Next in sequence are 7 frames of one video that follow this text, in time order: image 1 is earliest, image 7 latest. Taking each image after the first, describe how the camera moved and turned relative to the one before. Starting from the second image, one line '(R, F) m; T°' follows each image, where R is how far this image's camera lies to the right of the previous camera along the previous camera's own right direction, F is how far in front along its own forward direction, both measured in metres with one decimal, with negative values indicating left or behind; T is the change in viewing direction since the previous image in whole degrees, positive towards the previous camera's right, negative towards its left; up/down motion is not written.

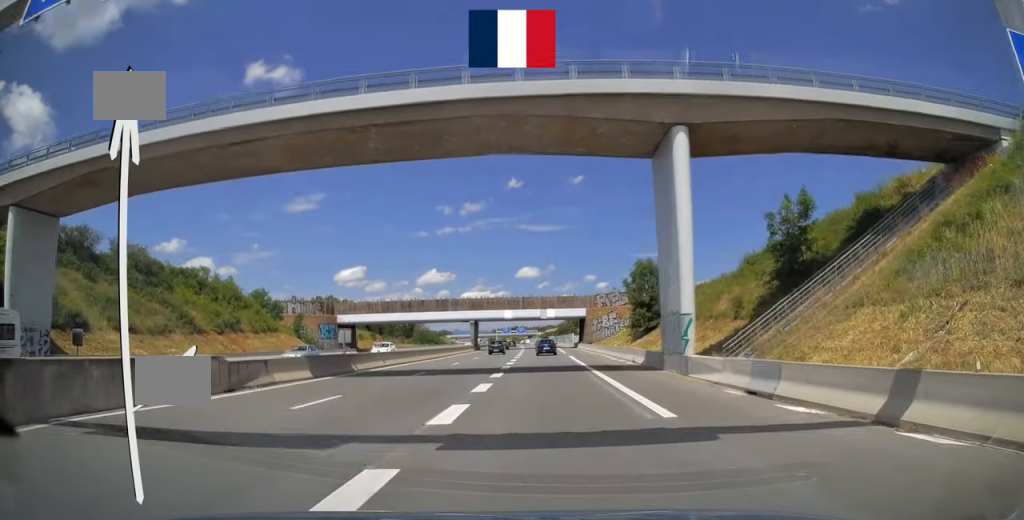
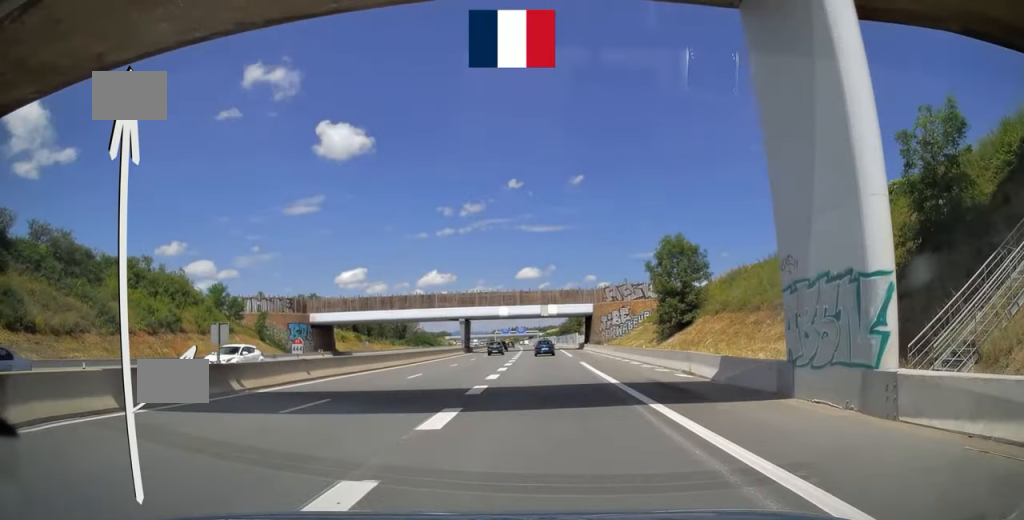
(-0.1, +13.5) m; 0°
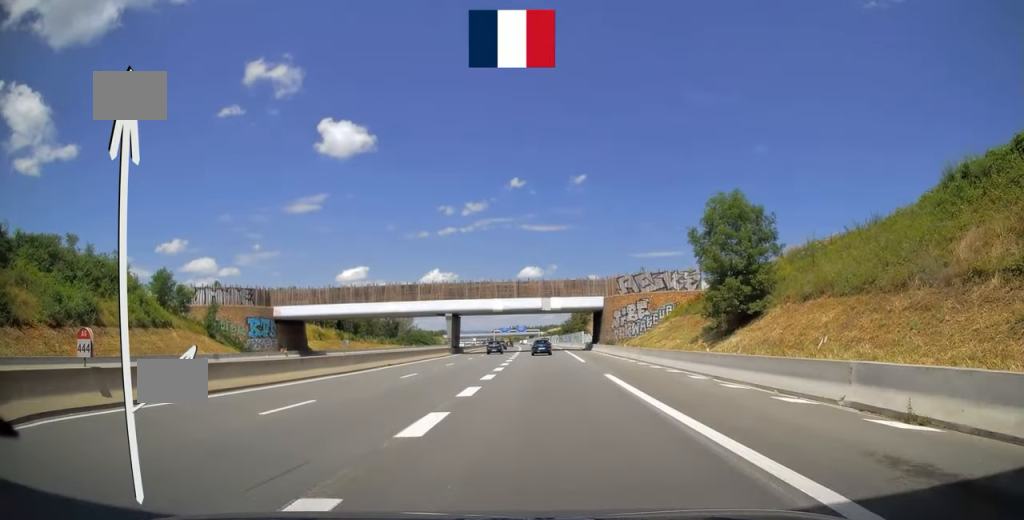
(0.0, +13.9) m; 0°
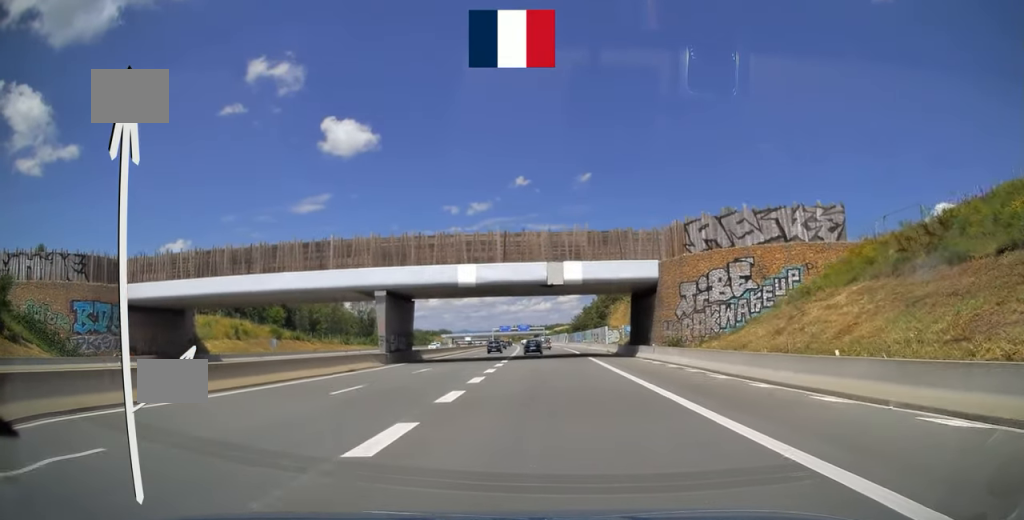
(0.0, +34.3) m; -1°
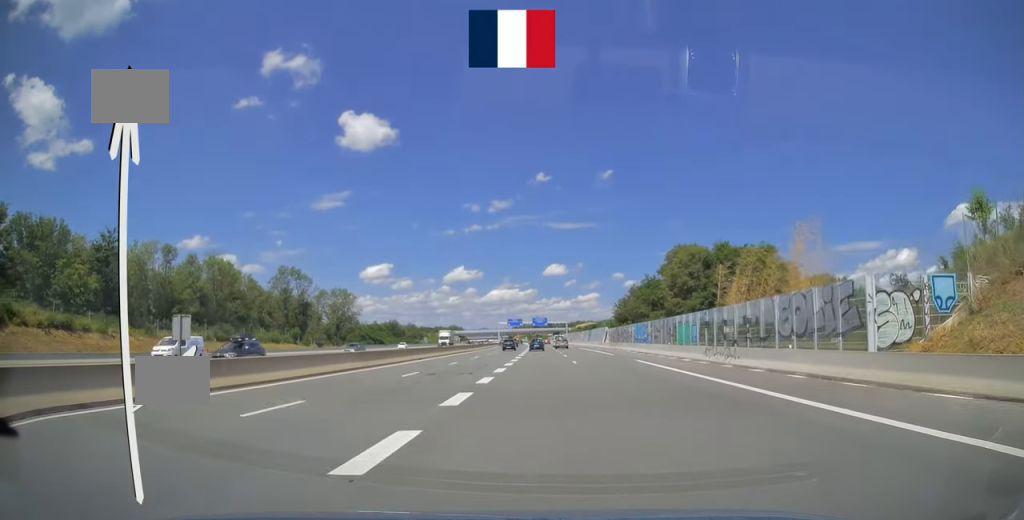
(-1.2, +59.7) m; -2°
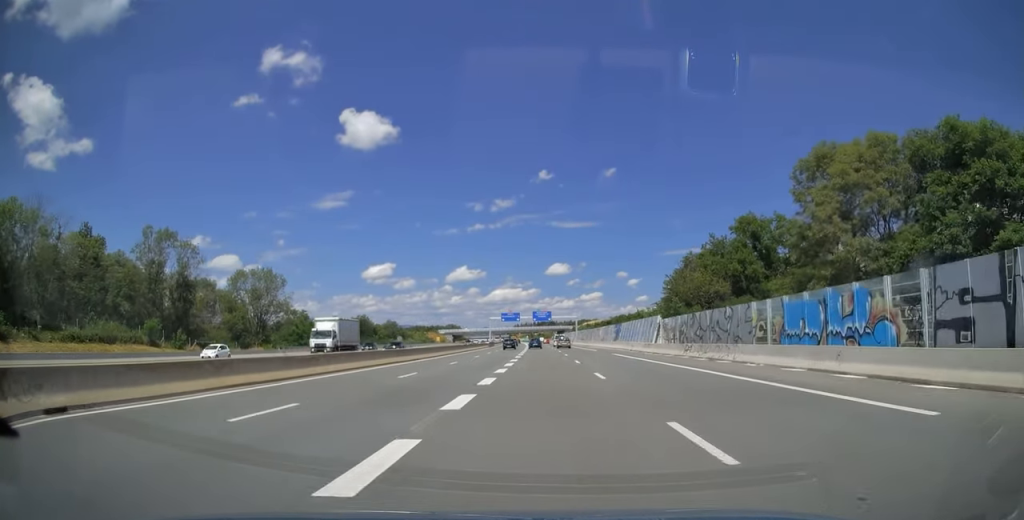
(-0.2, +39.9) m; 0°
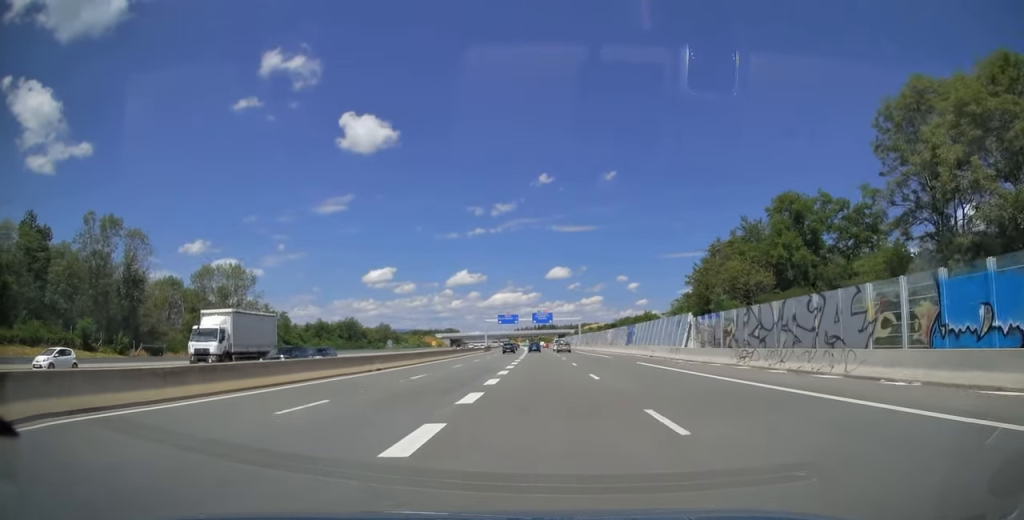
(0.0, +10.9) m; 0°
